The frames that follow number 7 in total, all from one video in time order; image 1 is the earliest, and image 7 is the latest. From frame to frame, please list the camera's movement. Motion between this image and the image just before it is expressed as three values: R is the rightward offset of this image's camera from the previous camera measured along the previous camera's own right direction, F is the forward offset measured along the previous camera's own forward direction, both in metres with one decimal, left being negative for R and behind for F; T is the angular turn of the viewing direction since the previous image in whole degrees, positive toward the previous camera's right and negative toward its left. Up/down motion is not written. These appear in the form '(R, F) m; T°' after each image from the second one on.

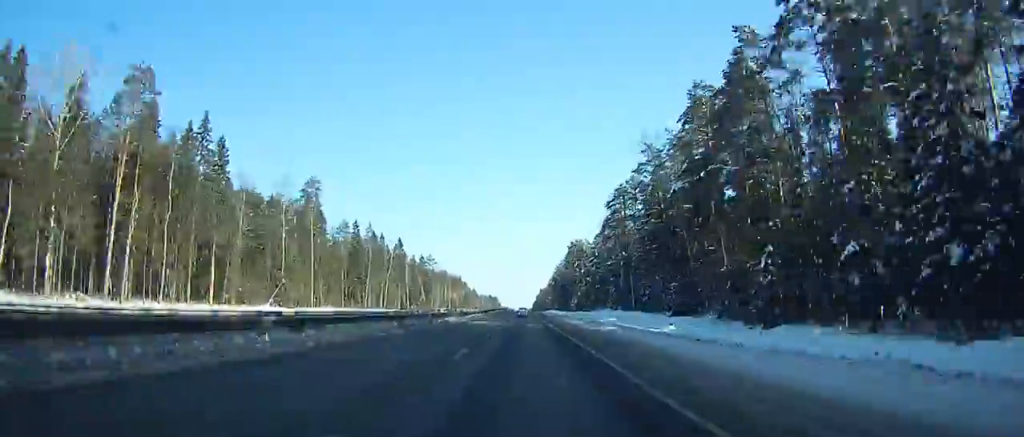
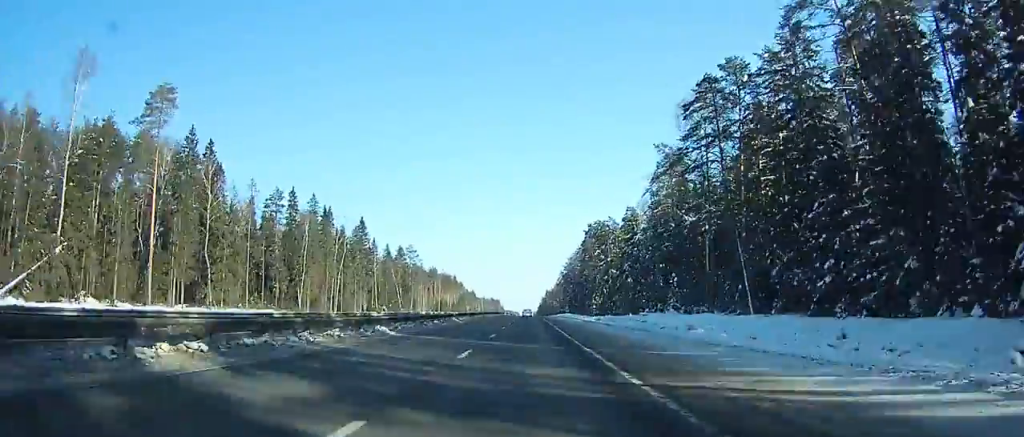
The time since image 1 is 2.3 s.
(+0.1, +60.0) m; 0°
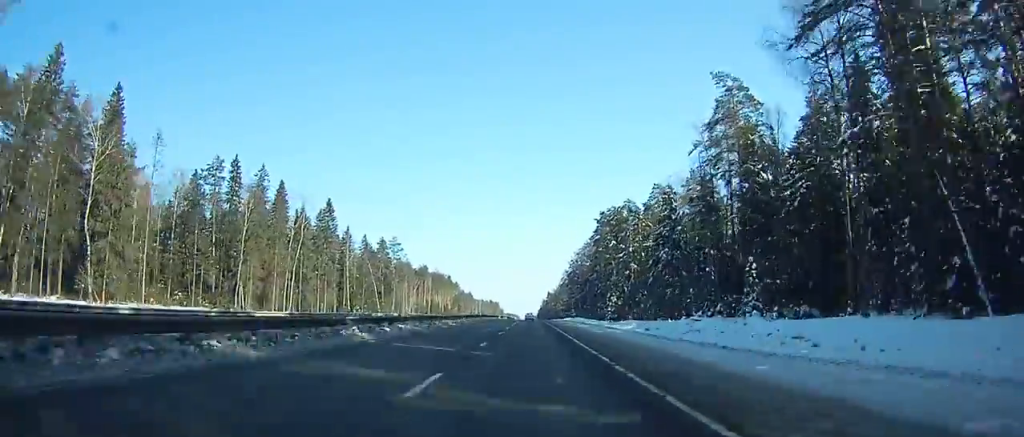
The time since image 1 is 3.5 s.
(+0.5, +31.3) m; 0°
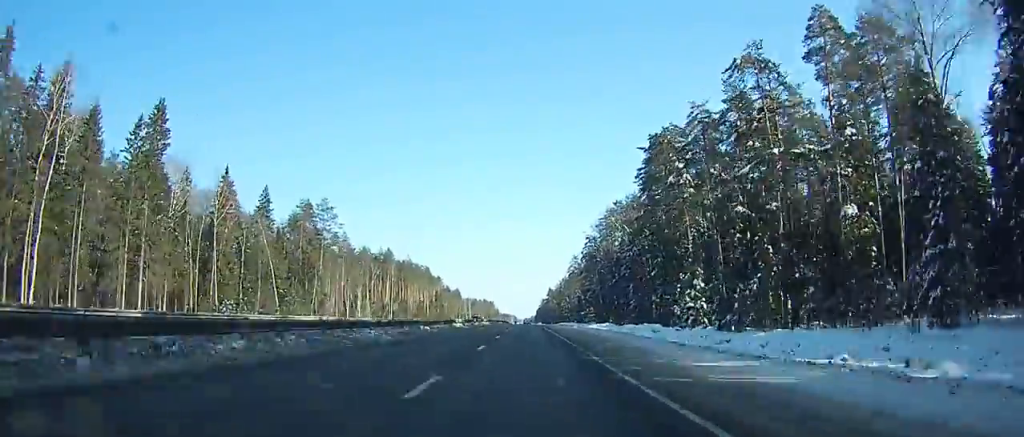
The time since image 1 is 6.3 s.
(-0.4, +73.3) m; -1°
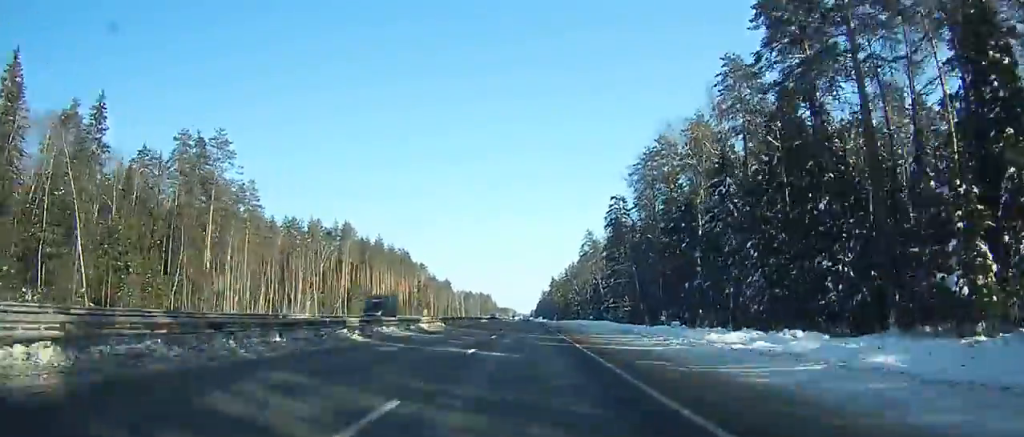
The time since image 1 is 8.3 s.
(-0.8, +52.3) m; 0°
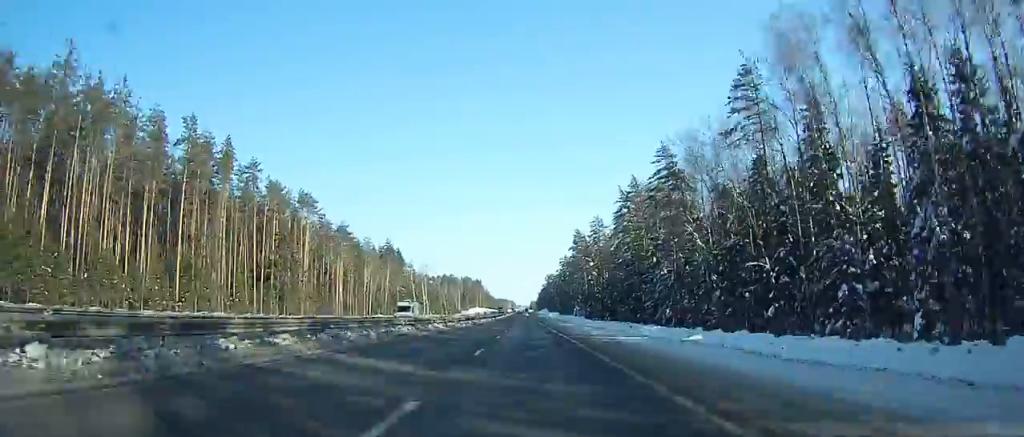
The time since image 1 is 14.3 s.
(+1.4, +157.8) m; +1°
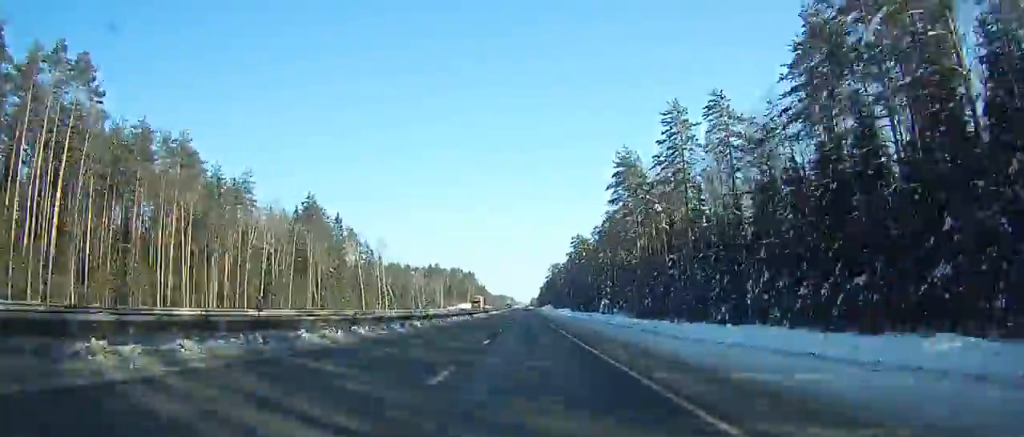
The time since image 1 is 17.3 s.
(+0.2, +79.6) m; 0°
